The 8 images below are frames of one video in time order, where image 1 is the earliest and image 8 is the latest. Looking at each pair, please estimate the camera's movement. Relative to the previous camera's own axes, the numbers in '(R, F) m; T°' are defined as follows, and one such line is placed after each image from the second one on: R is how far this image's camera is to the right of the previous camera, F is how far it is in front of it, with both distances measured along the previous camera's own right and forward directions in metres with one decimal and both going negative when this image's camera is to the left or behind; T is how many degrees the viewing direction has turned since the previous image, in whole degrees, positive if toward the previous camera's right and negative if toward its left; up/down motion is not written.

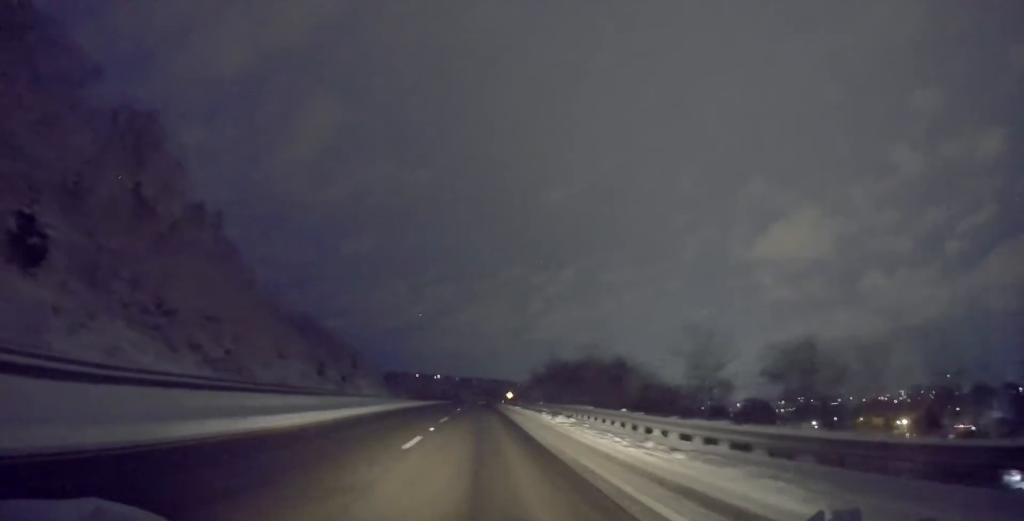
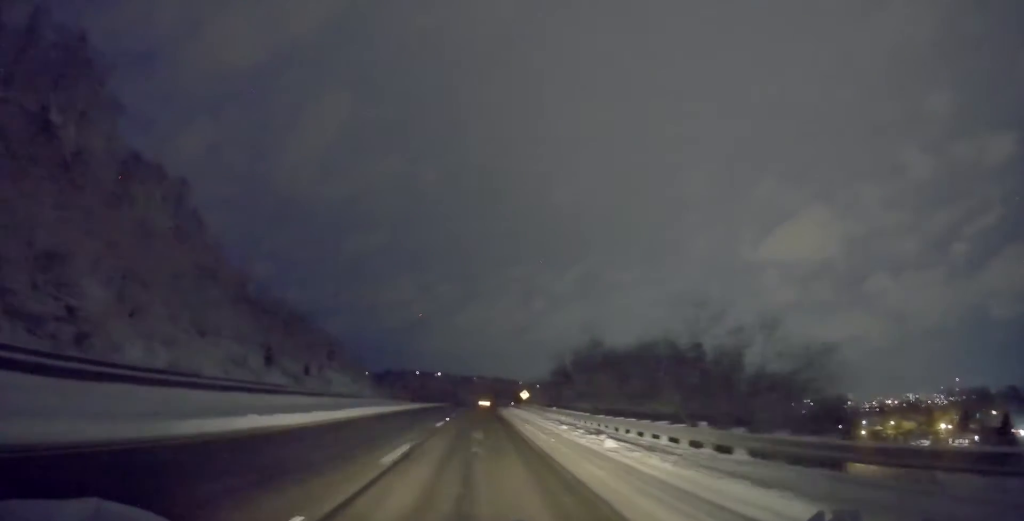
(-1.1, +39.9) m; -2°
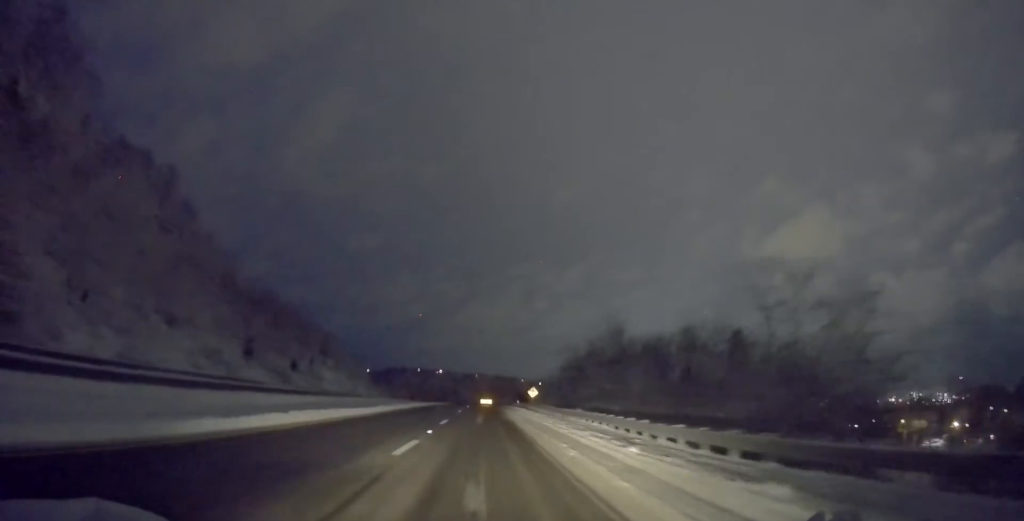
(-0.1, +11.2) m; +1°
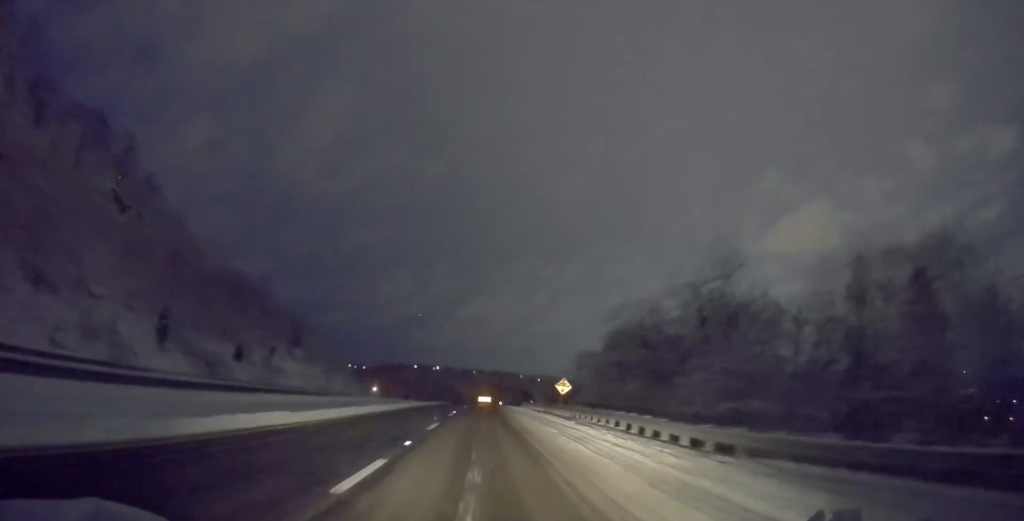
(+0.6, +29.4) m; +1°
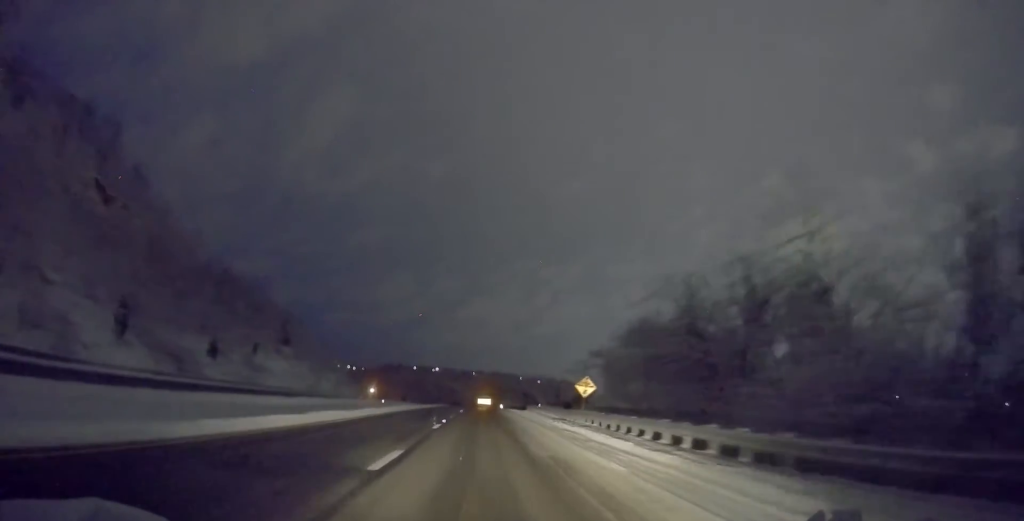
(0.0, +9.9) m; 0°
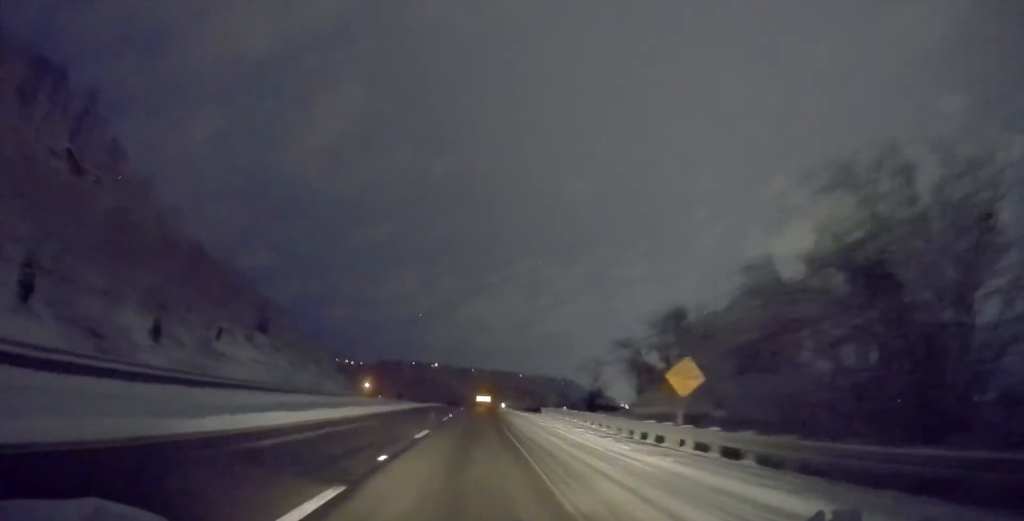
(+0.2, +17.6) m; -1°
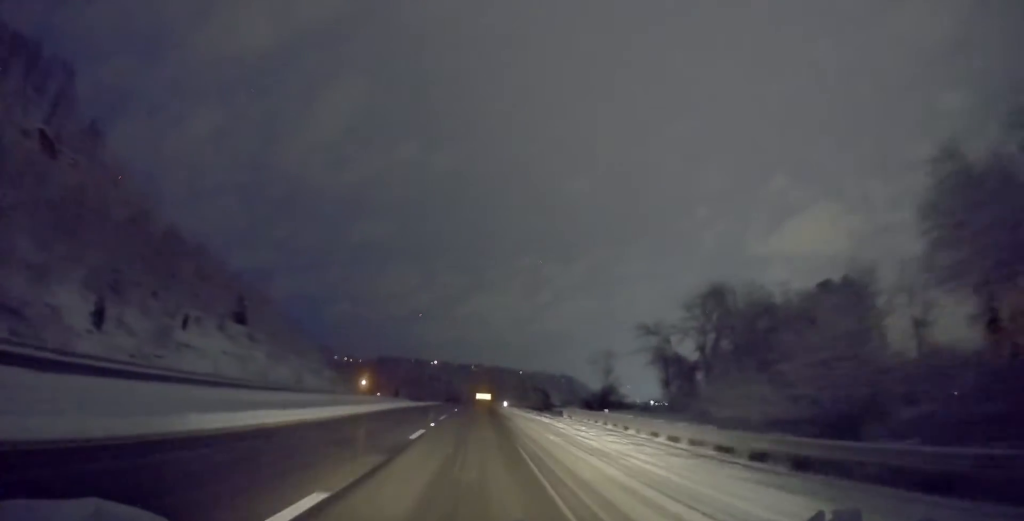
(-0.4, +12.9) m; -2°
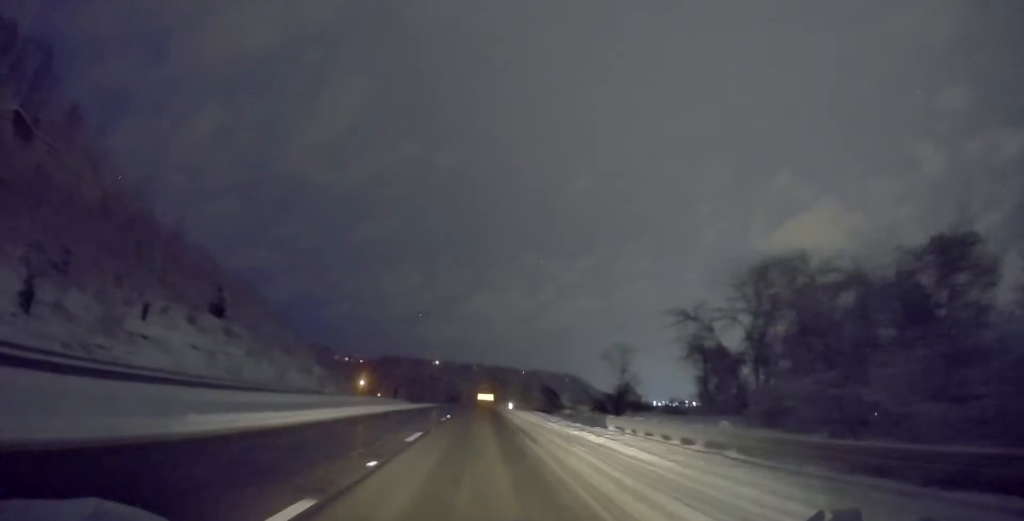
(+0.1, +12.9) m; +1°
